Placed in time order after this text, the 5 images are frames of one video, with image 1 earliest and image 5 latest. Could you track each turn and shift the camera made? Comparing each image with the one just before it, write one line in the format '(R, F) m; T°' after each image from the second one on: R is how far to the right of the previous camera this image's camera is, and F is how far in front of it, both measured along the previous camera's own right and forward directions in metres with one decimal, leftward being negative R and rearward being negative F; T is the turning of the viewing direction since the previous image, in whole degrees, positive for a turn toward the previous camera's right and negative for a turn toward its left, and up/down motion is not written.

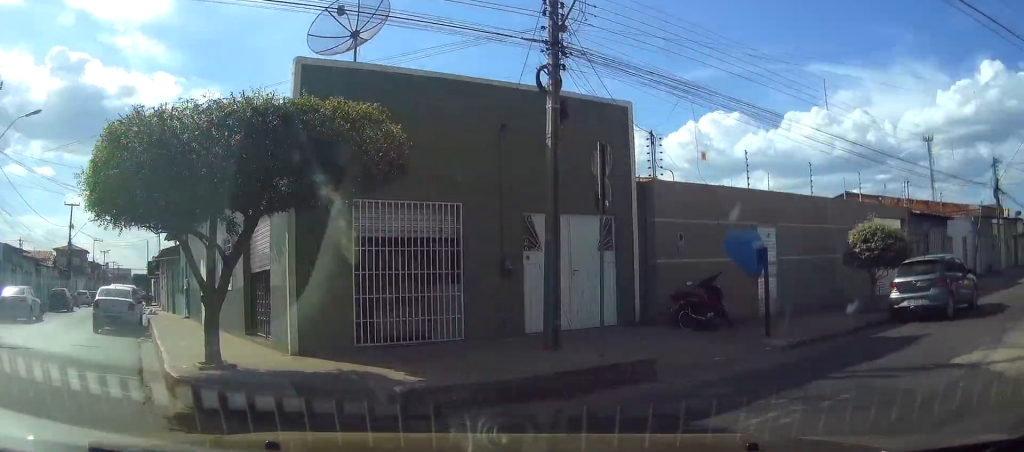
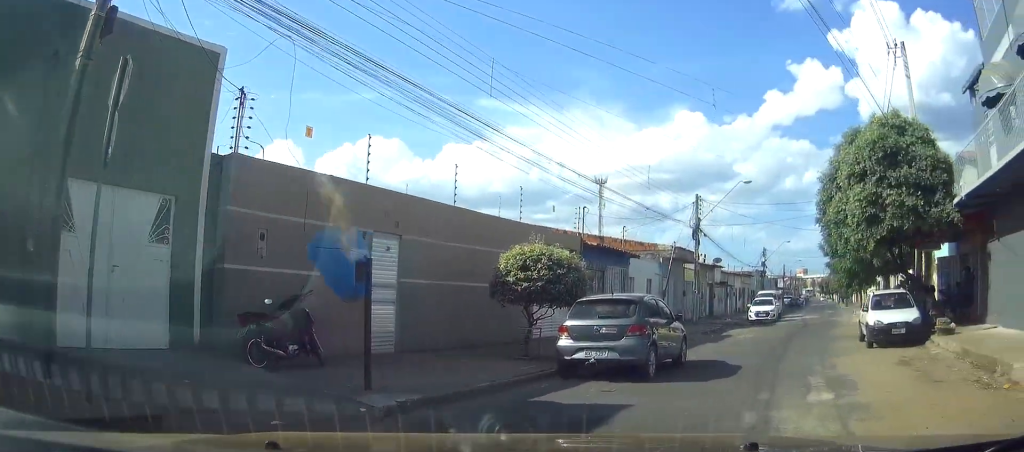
(+1.2, +3.9) m; +31°
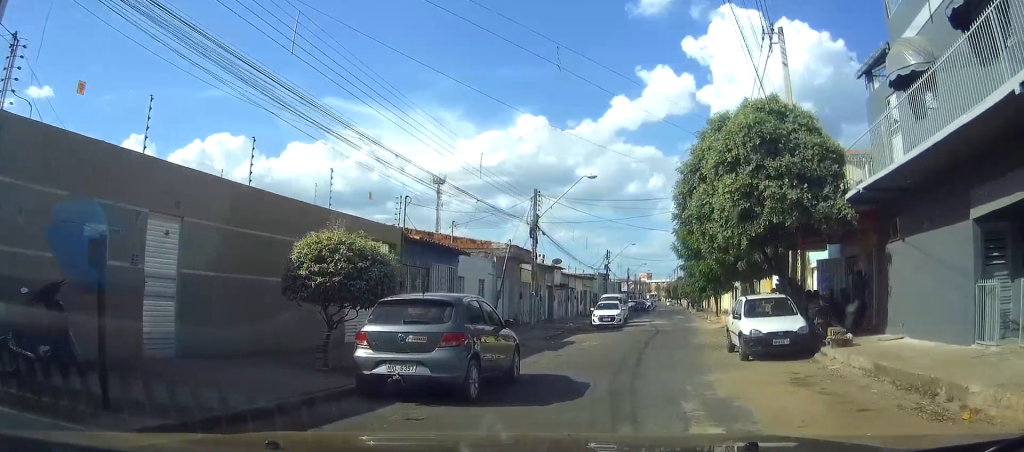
(+0.3, +2.3) m; +12°
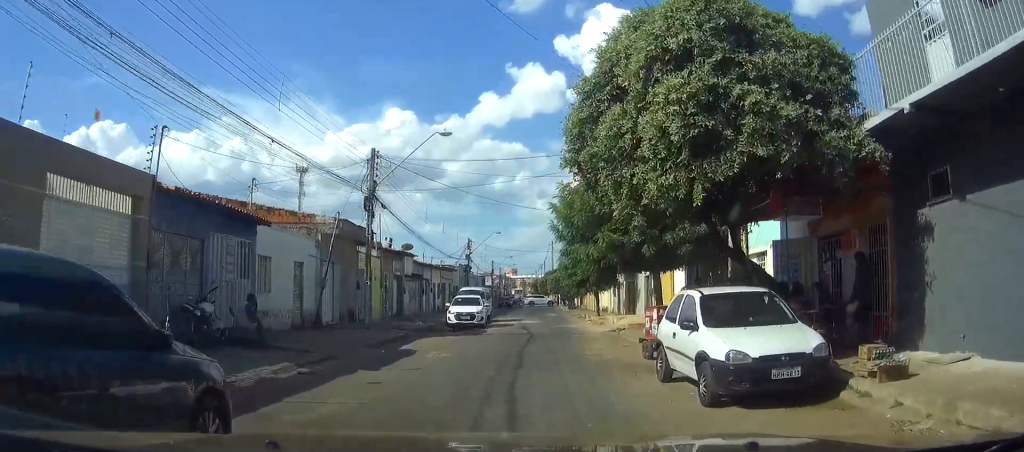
(+0.9, +6.9) m; +11°
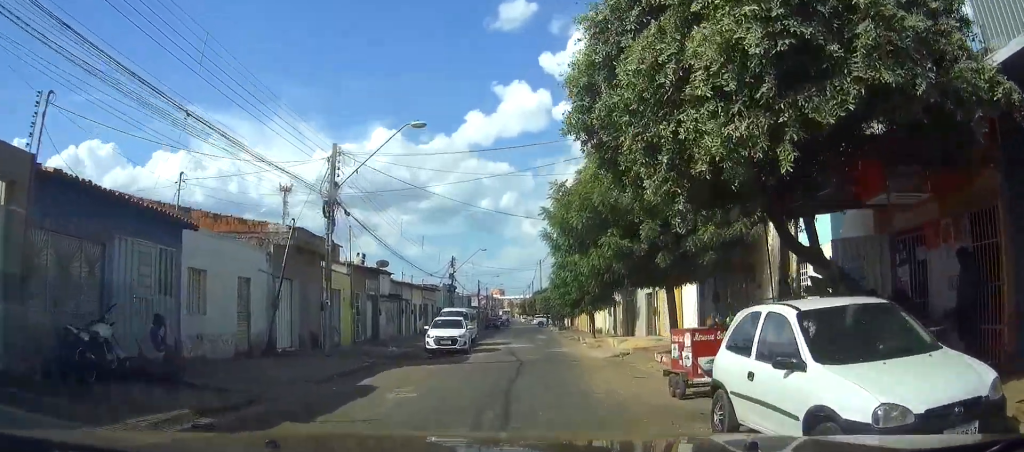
(0.0, +3.4) m; +3°
